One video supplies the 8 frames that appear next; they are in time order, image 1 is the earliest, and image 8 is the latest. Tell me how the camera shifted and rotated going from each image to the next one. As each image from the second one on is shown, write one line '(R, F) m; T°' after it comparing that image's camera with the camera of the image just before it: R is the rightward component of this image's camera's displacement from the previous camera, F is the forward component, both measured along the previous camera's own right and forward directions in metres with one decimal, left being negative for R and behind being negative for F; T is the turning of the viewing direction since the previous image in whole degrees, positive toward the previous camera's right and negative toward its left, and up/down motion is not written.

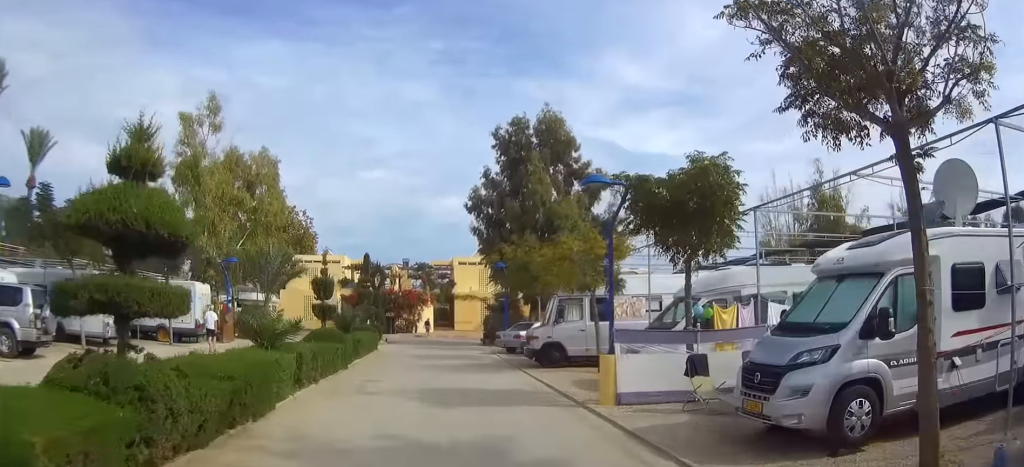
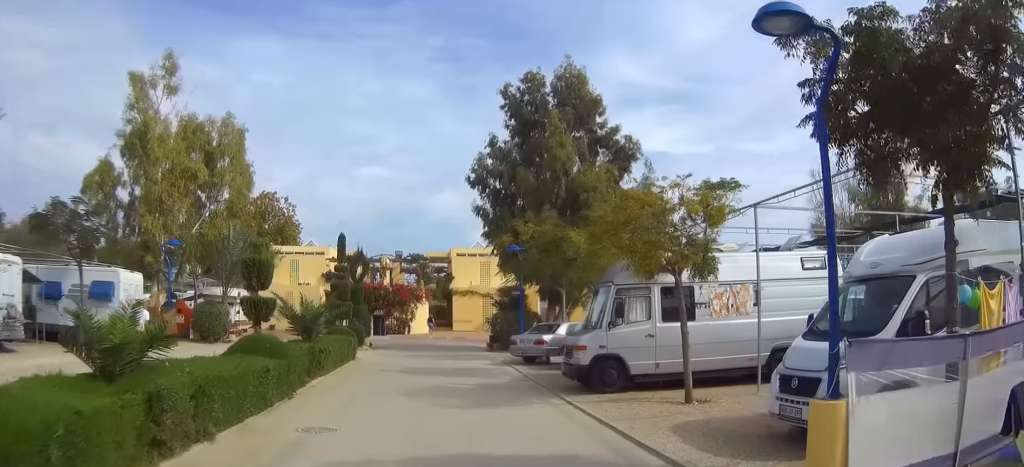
(0.0, +7.8) m; -2°
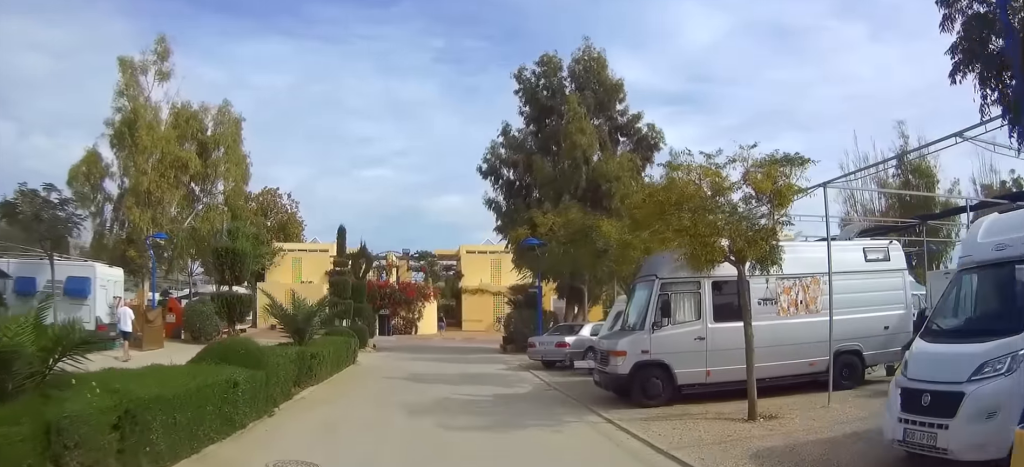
(-0.1, +2.5) m; -1°
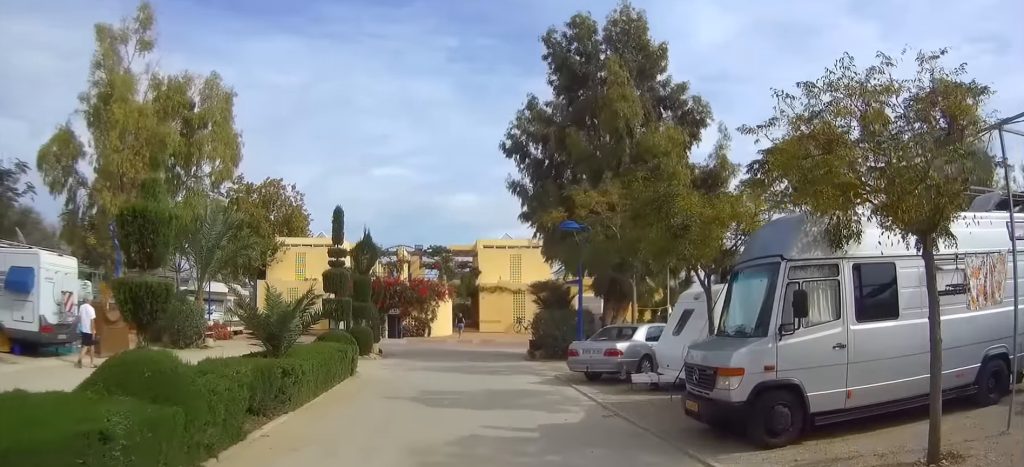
(0.0, +4.2) m; 0°
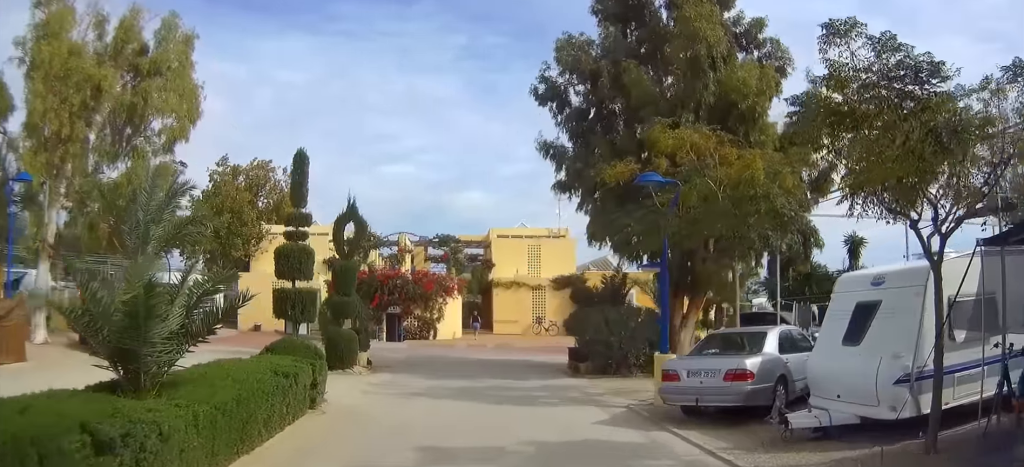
(0.0, +6.8) m; -1°
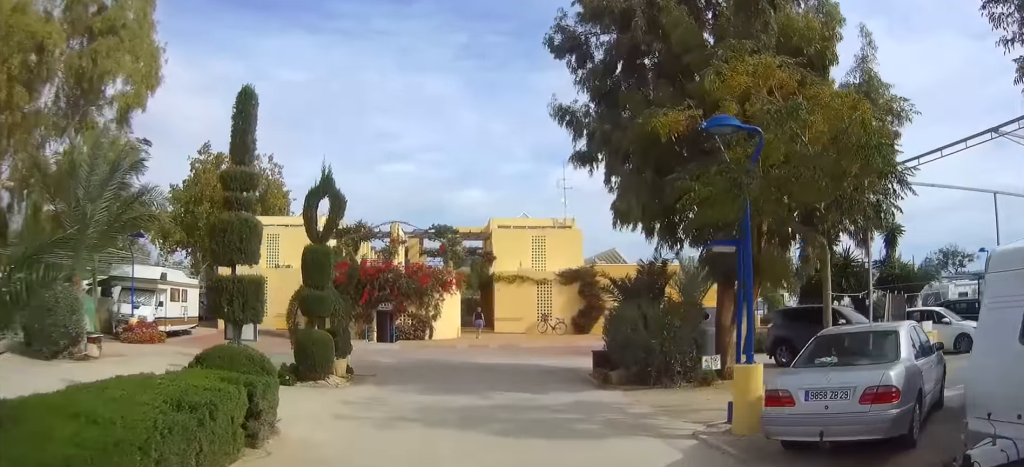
(-0.1, +3.7) m; -1°
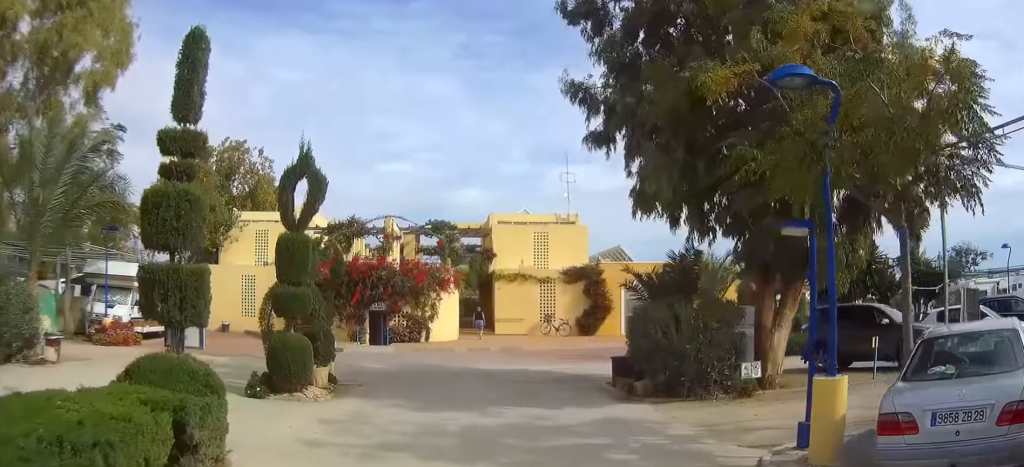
(0.0, +2.1) m; 0°
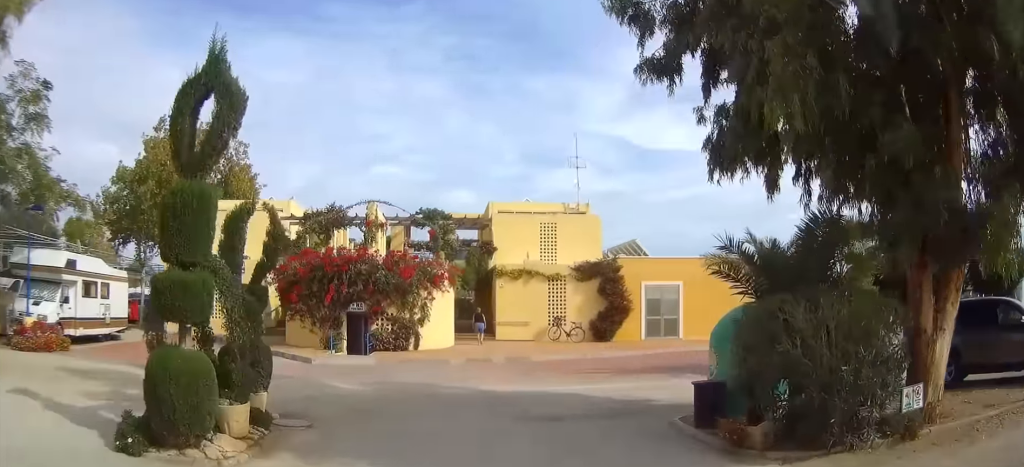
(+0.1, +4.9) m; +4°
